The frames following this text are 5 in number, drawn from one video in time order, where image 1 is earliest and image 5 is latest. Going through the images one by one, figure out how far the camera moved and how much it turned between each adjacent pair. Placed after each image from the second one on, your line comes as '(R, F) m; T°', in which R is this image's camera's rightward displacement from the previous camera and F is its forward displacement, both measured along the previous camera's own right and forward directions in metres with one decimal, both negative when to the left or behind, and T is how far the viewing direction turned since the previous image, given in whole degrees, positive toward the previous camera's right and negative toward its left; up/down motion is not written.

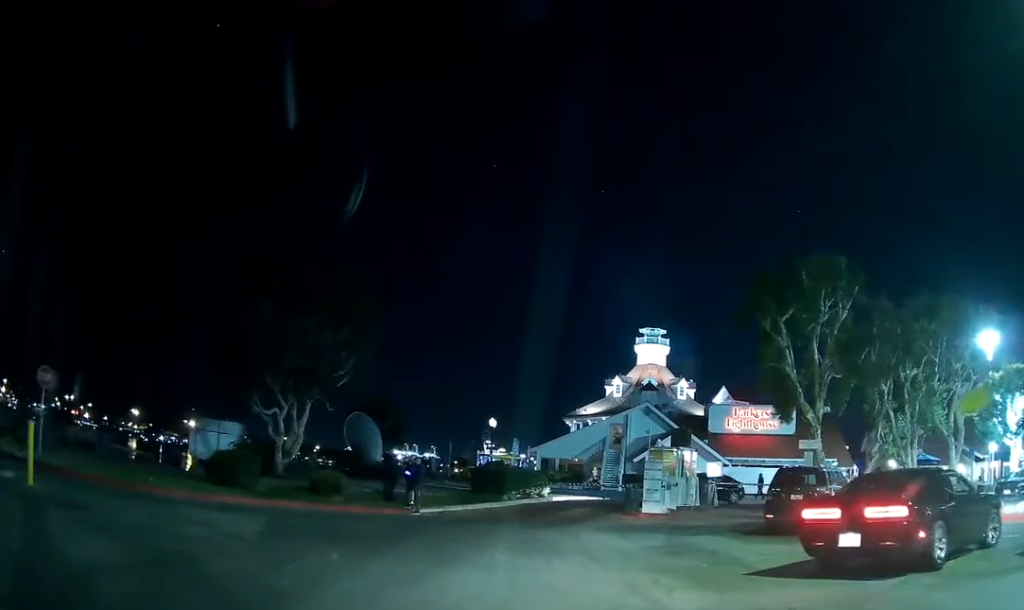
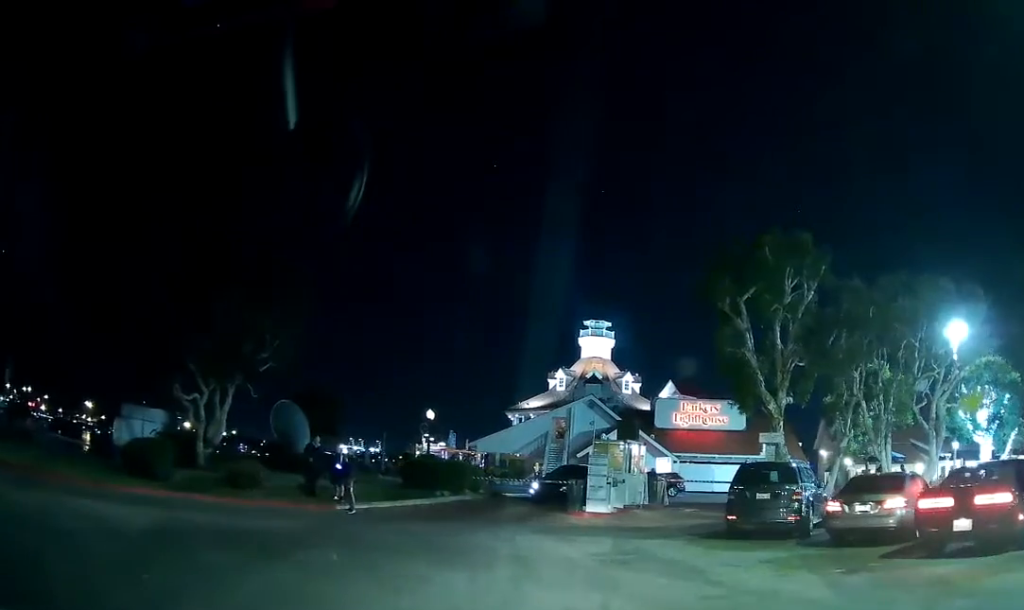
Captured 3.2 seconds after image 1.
(0.0, +0.2) m; 0°
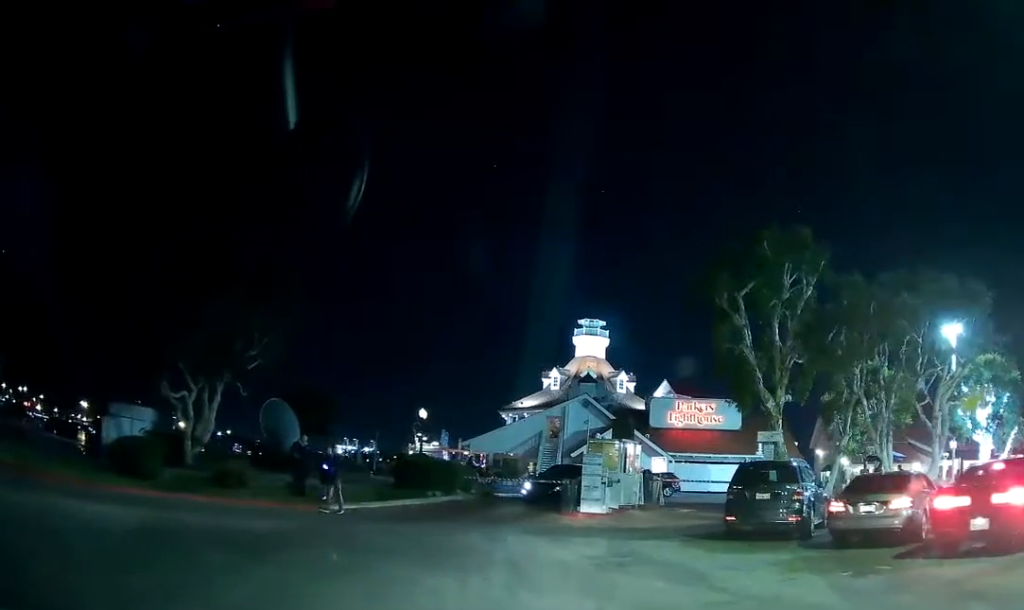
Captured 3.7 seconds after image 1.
(0.0, +0.1) m; 0°
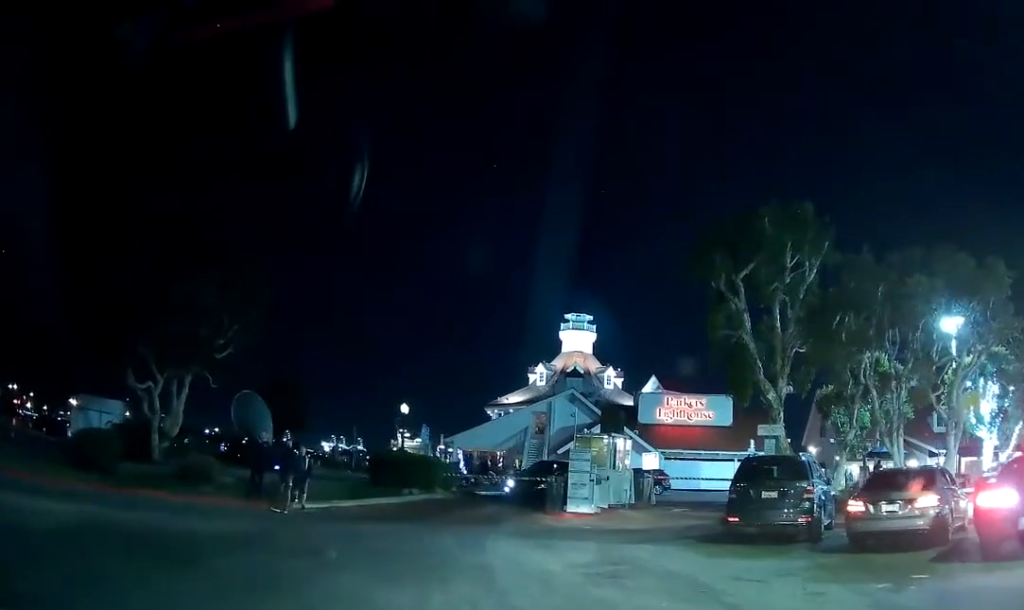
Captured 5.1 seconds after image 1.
(0.0, +0.5) m; 0°
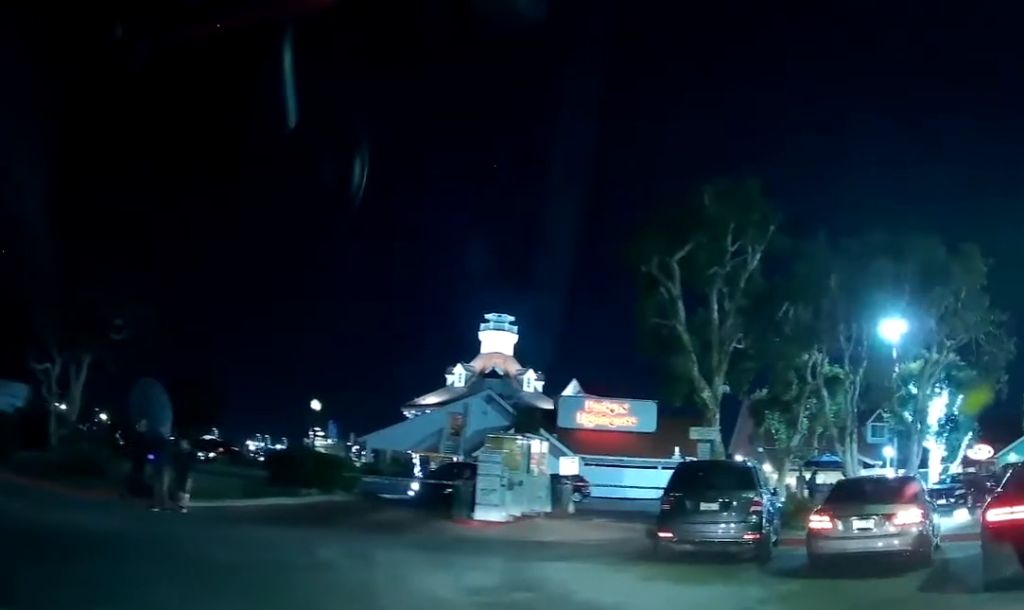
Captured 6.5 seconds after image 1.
(+0.6, +0.9) m; +9°
